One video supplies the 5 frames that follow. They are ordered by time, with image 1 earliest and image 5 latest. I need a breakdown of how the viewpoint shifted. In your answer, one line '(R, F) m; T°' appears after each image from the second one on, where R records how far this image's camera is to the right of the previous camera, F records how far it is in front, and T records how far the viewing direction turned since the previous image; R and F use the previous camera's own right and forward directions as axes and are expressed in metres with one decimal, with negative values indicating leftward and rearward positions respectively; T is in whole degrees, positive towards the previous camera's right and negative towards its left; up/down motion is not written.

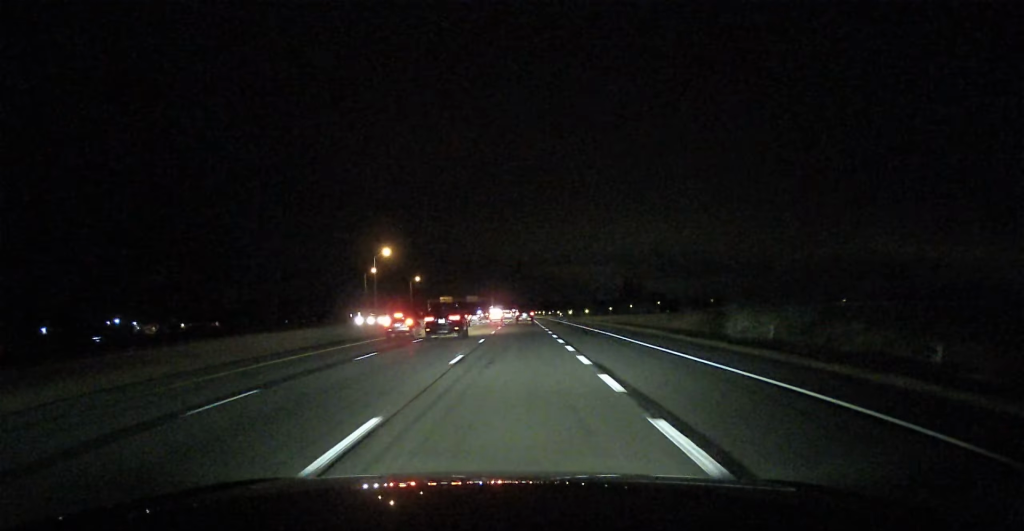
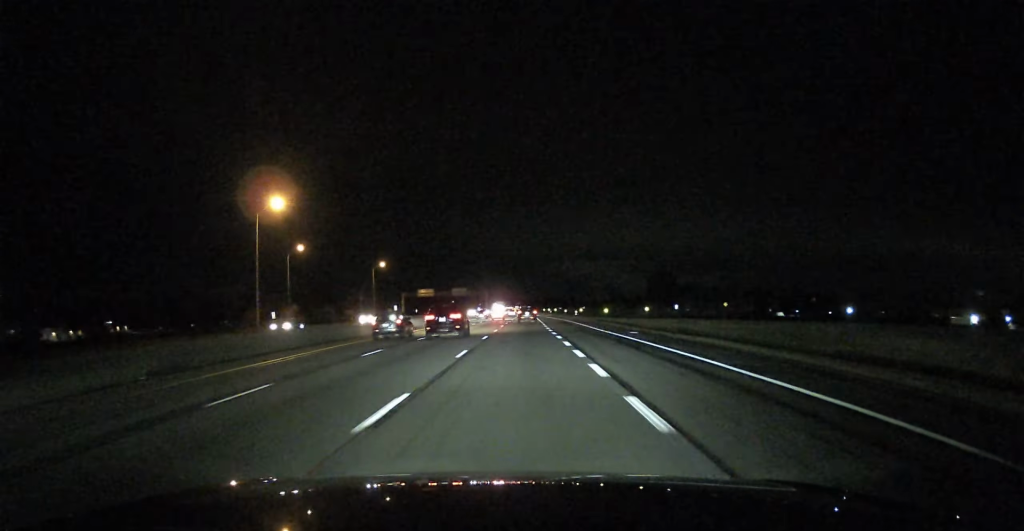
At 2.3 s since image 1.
(0.0, +72.4) m; 0°
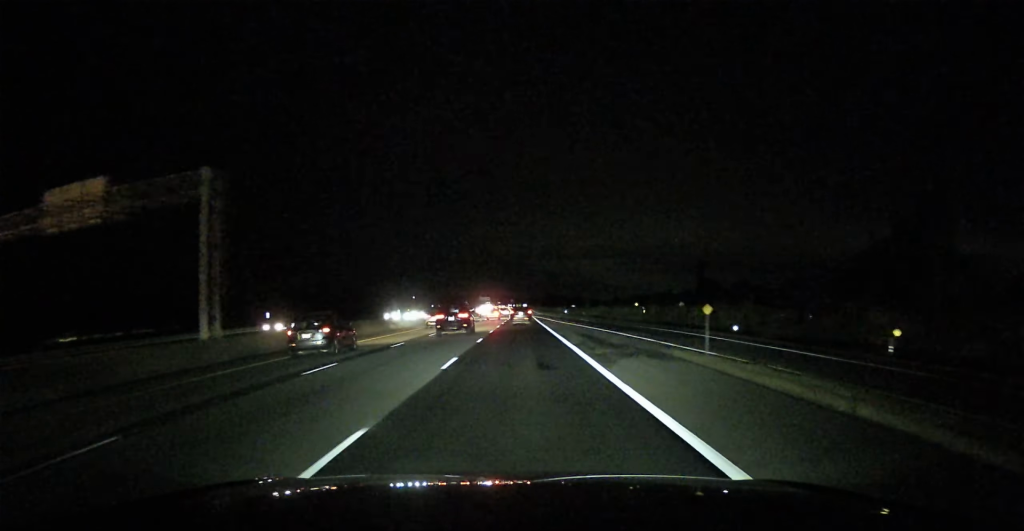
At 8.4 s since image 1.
(-0.1, +198.9) m; 0°
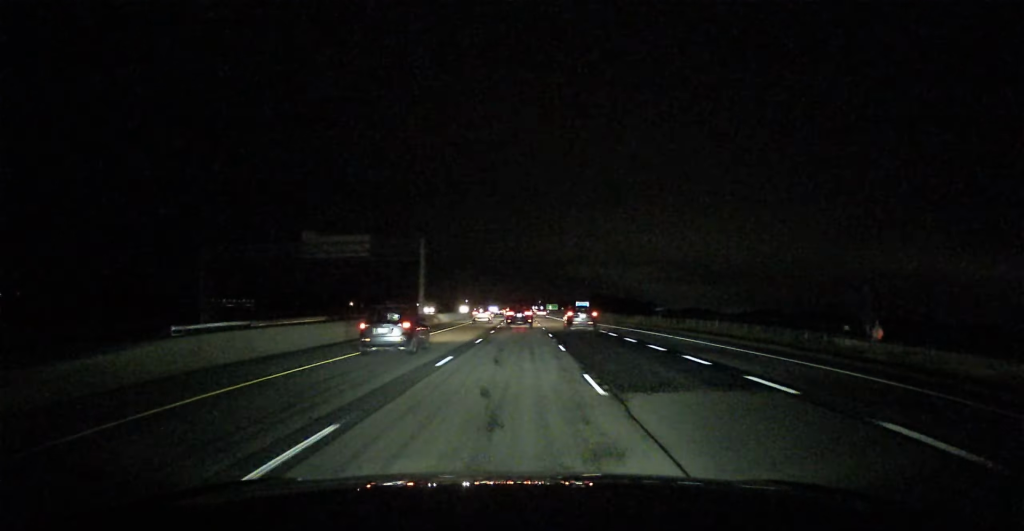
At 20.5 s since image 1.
(-7.7, +391.7) m; -3°
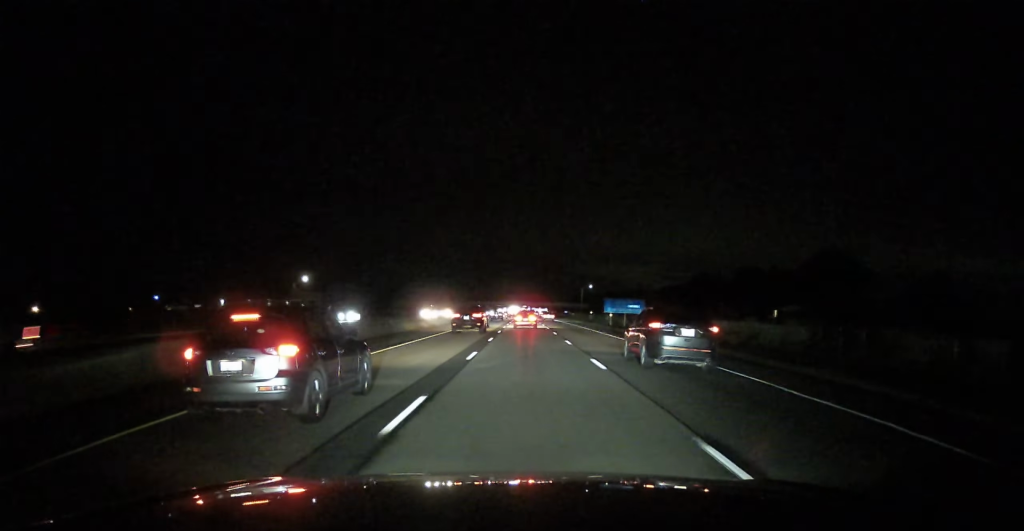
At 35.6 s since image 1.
(-1.4, +483.3) m; 0°
